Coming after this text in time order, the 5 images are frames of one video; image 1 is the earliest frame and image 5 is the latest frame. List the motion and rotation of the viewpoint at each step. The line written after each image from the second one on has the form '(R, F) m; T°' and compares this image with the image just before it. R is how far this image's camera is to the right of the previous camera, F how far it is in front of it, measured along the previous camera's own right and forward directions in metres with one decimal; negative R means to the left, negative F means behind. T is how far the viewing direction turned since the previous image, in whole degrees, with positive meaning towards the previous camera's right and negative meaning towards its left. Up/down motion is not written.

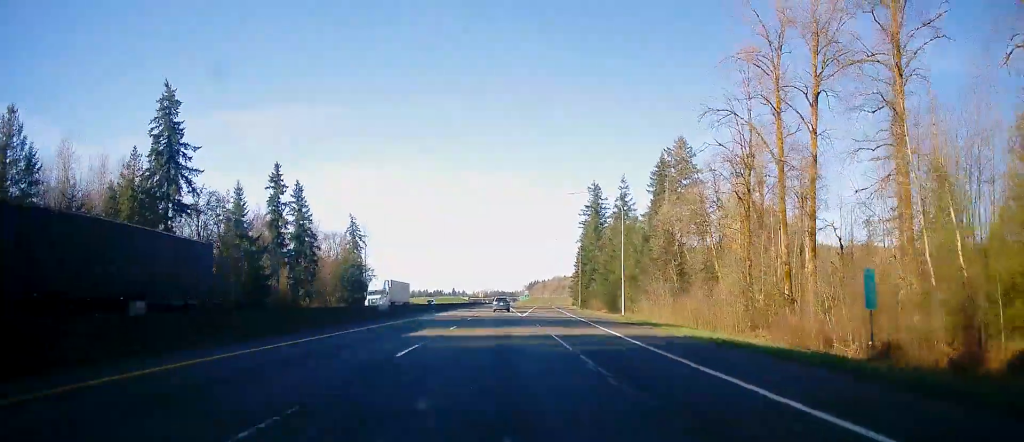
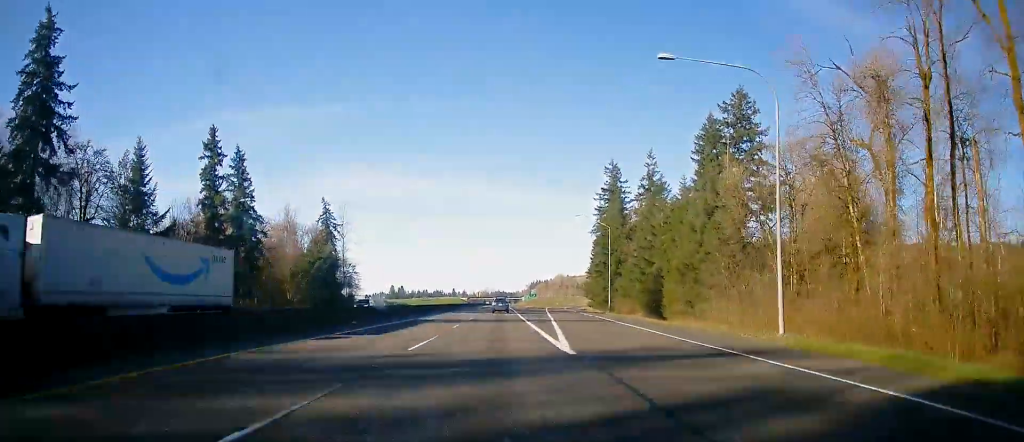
(0.0, +34.5) m; 0°
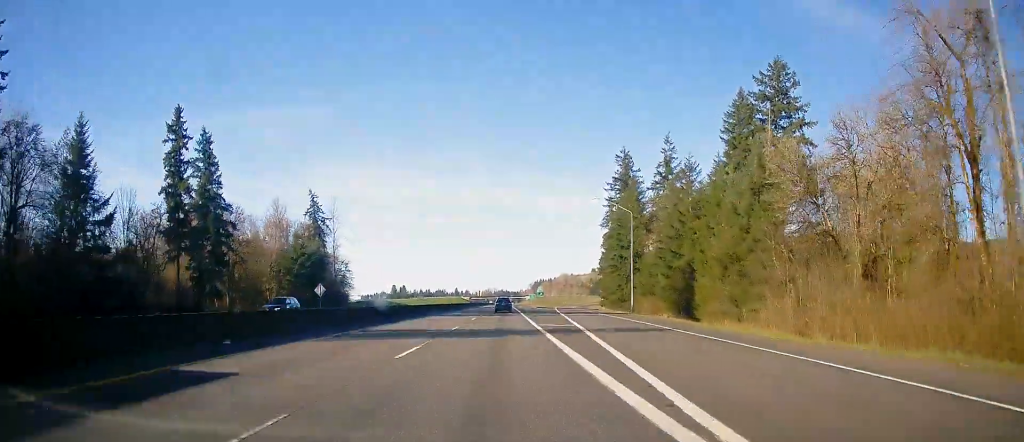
(+0.1, +14.5) m; 0°
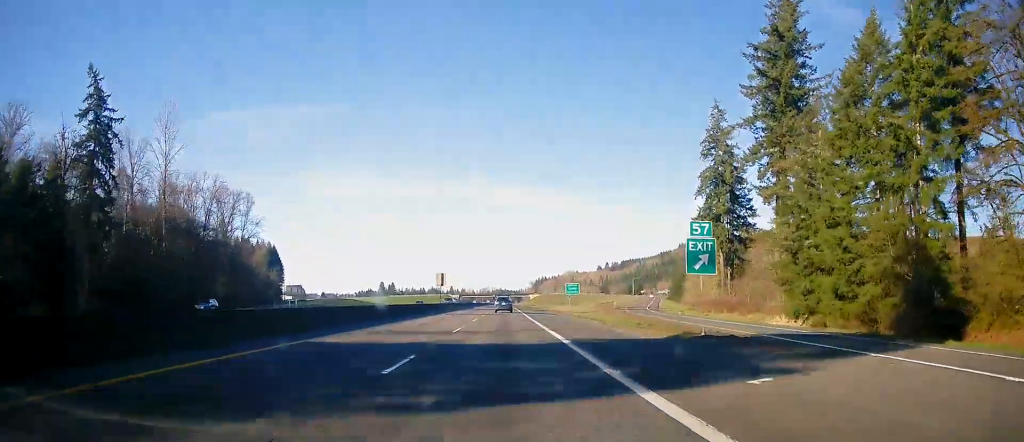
(-0.4, +100.1) m; 0°
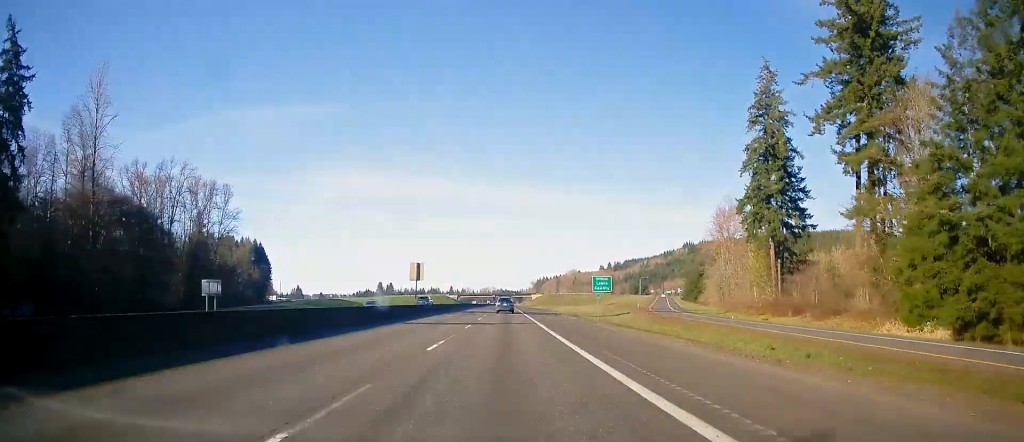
(-0.2, +19.8) m; 0°
